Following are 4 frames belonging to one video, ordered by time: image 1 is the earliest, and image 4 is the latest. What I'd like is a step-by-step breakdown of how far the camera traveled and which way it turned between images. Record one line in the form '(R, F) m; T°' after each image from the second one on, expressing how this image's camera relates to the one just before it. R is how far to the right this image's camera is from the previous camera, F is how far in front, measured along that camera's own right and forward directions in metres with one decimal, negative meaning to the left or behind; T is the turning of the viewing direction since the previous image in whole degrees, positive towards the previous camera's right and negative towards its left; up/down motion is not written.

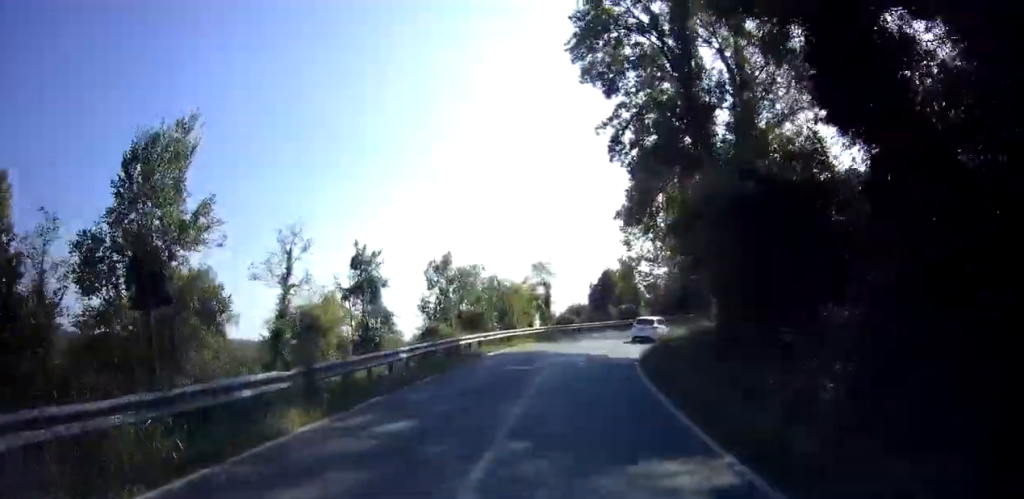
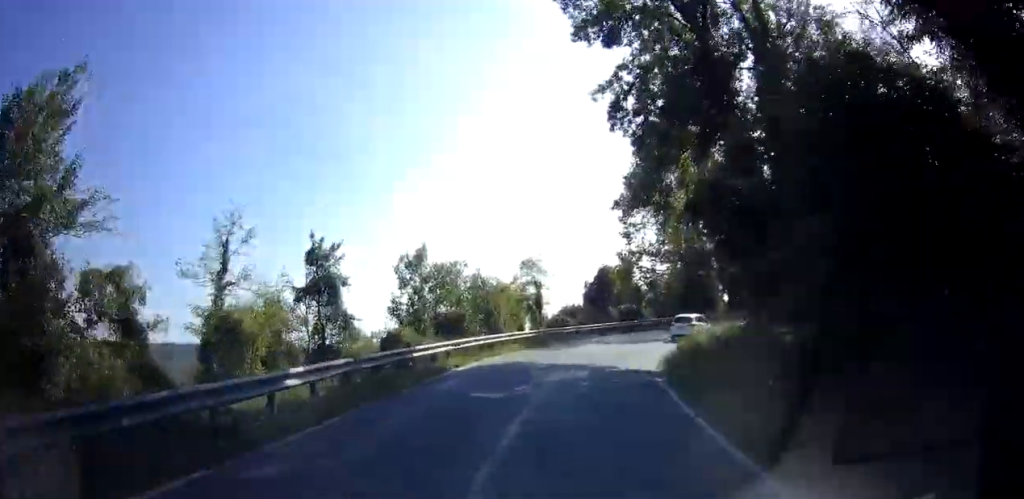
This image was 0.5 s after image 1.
(0.0, +5.7) m; +2°
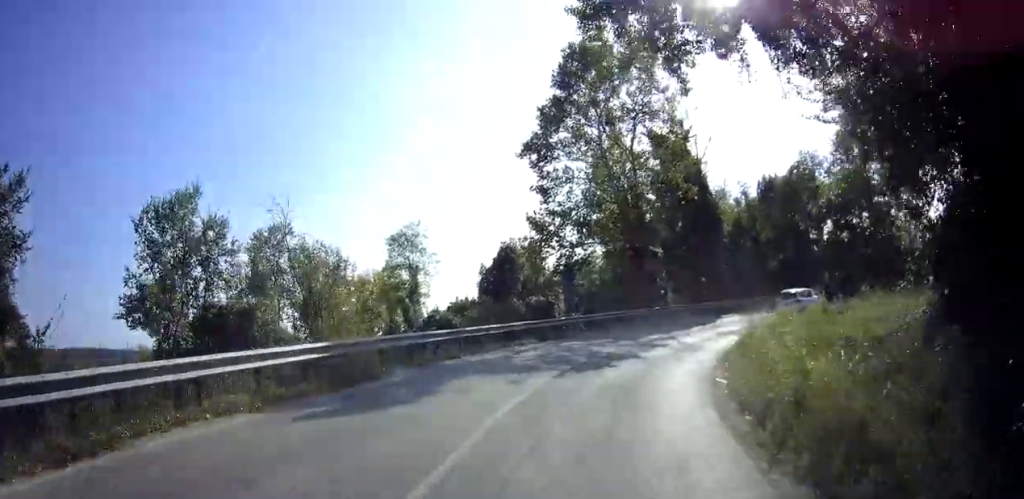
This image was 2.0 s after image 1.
(+0.8, +16.8) m; +5°
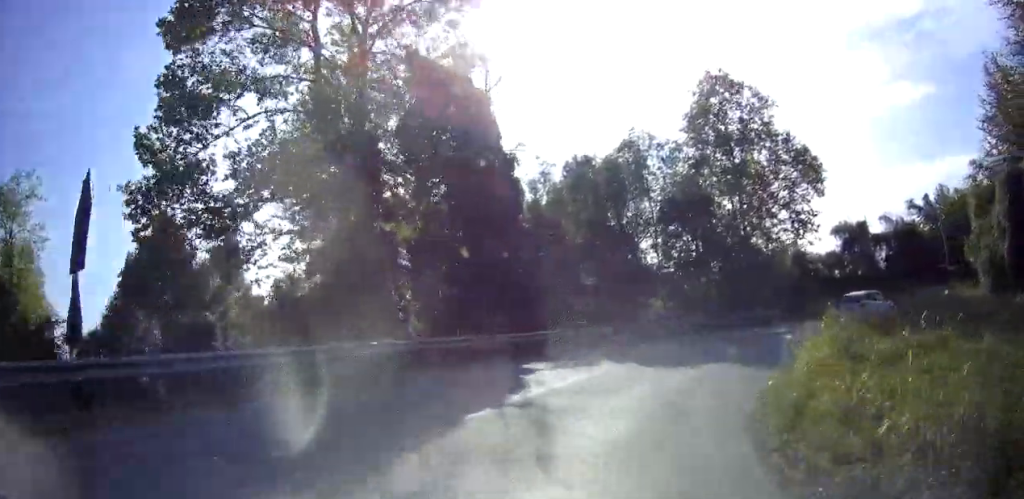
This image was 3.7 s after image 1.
(+3.7, +17.3) m; +26°
